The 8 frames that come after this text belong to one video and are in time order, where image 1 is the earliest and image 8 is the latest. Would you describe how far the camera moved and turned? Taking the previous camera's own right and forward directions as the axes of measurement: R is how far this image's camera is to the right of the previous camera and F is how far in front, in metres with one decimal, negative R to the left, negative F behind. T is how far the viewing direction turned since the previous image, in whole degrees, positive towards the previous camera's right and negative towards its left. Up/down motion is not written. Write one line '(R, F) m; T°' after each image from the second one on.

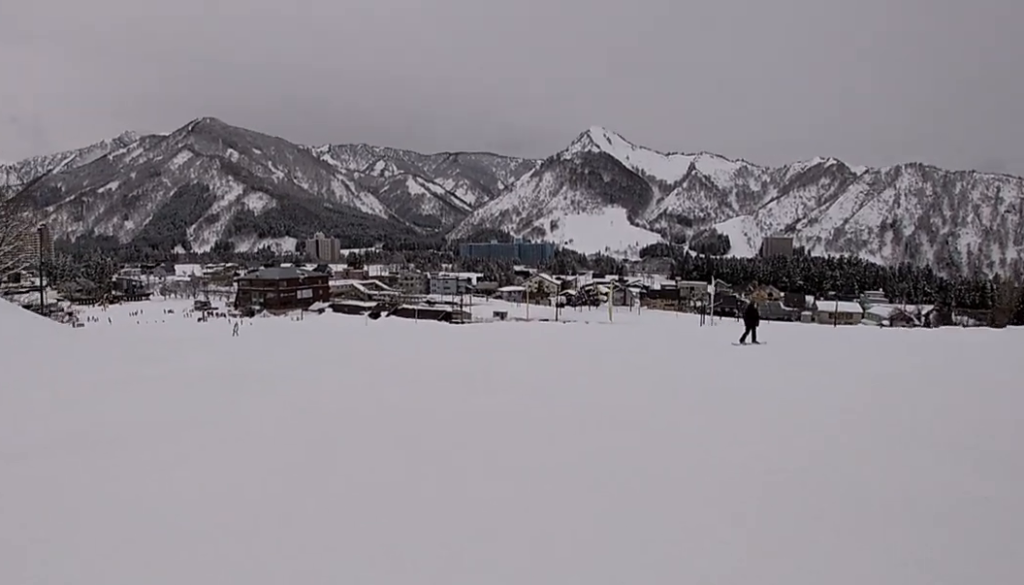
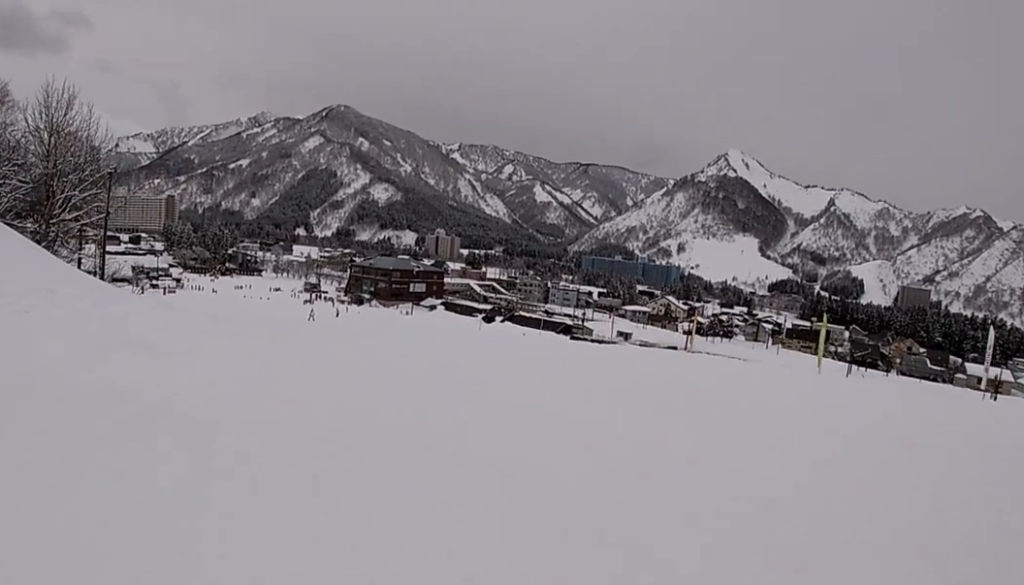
(-1.9, +12.9) m; -16°
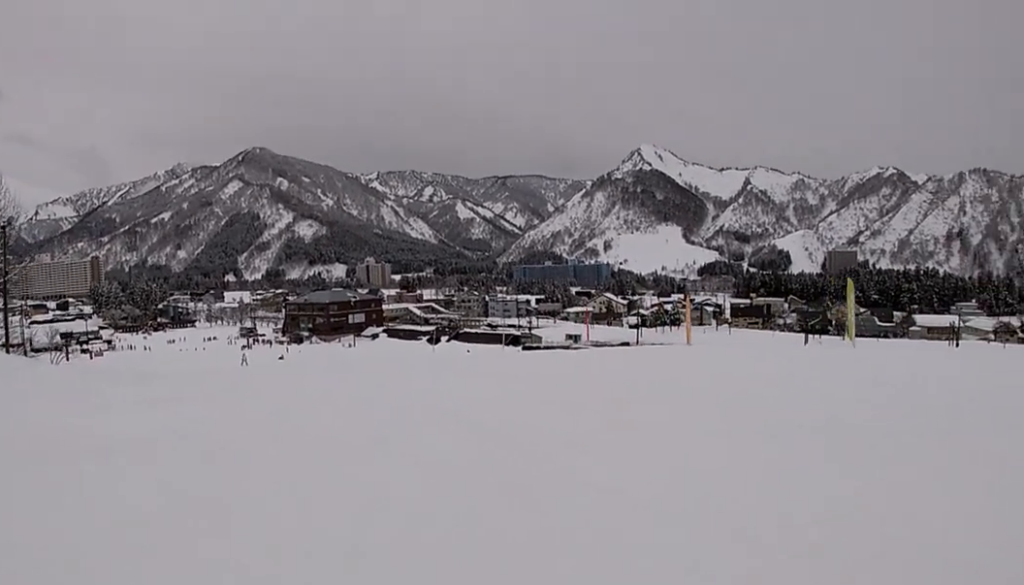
(-0.6, +6.7) m; +1°
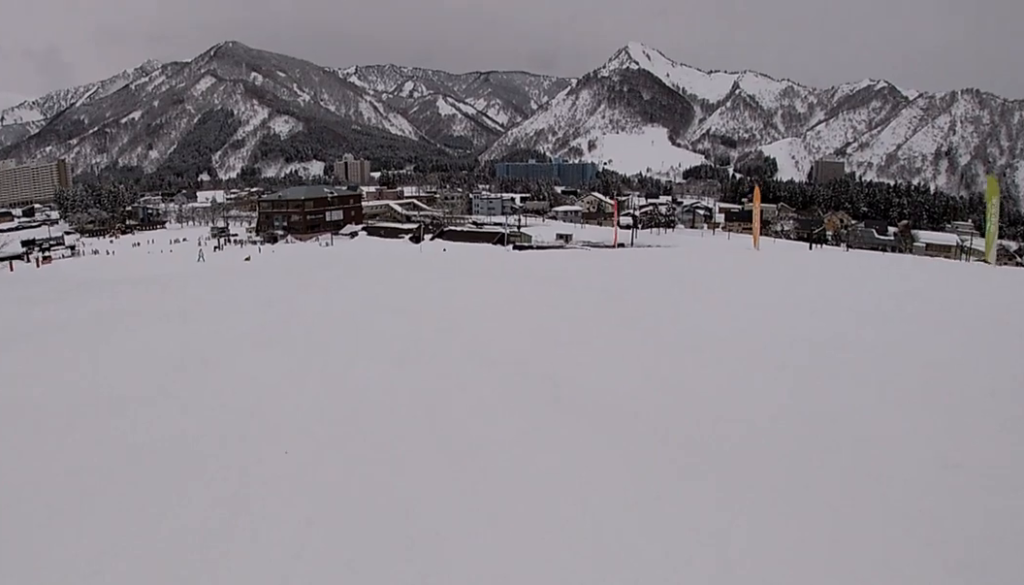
(+1.0, +9.5) m; +6°
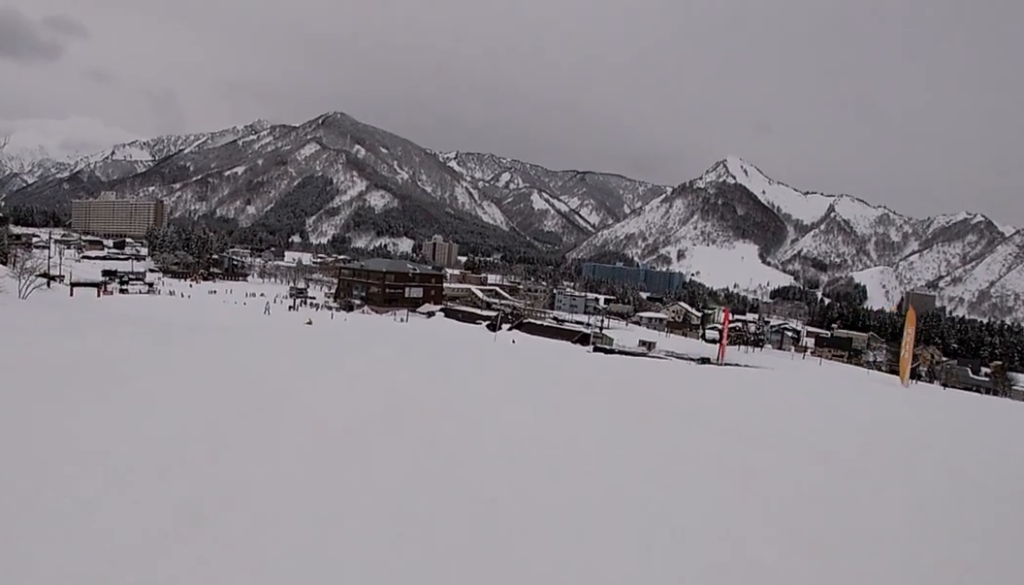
(0.0, +6.2) m; -2°
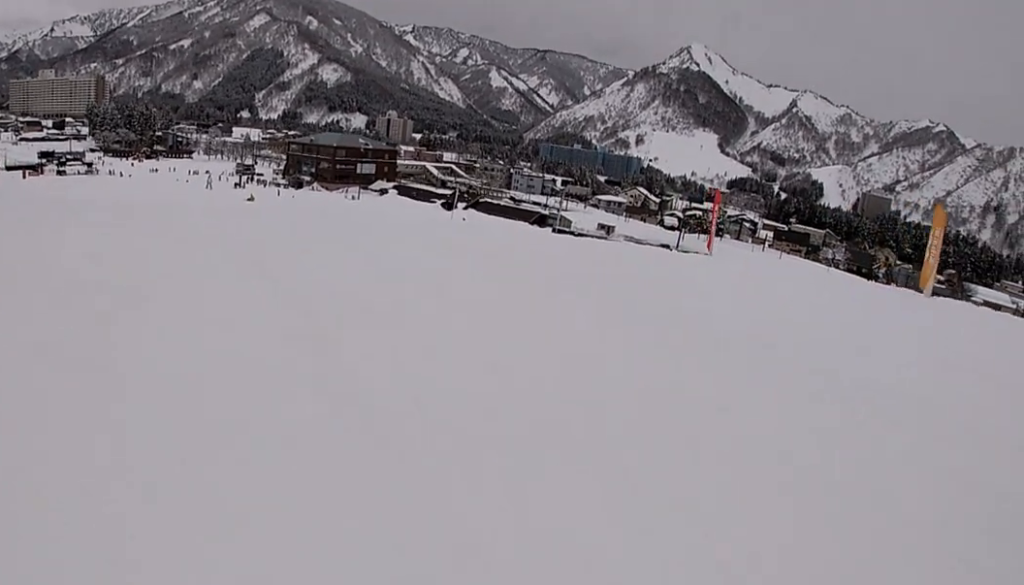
(0.0, +4.2) m; -6°
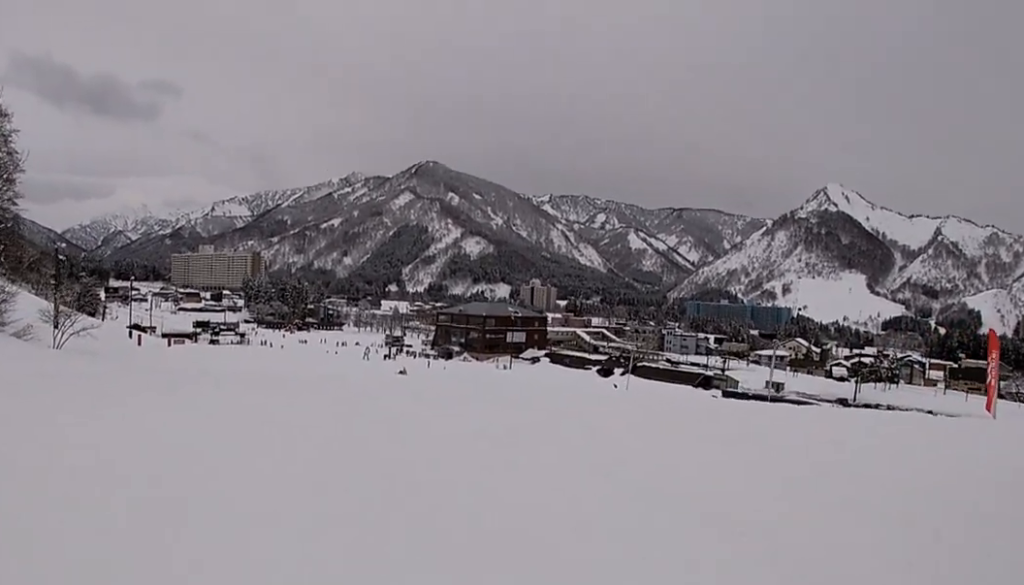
(-0.8, +7.3) m; -4°
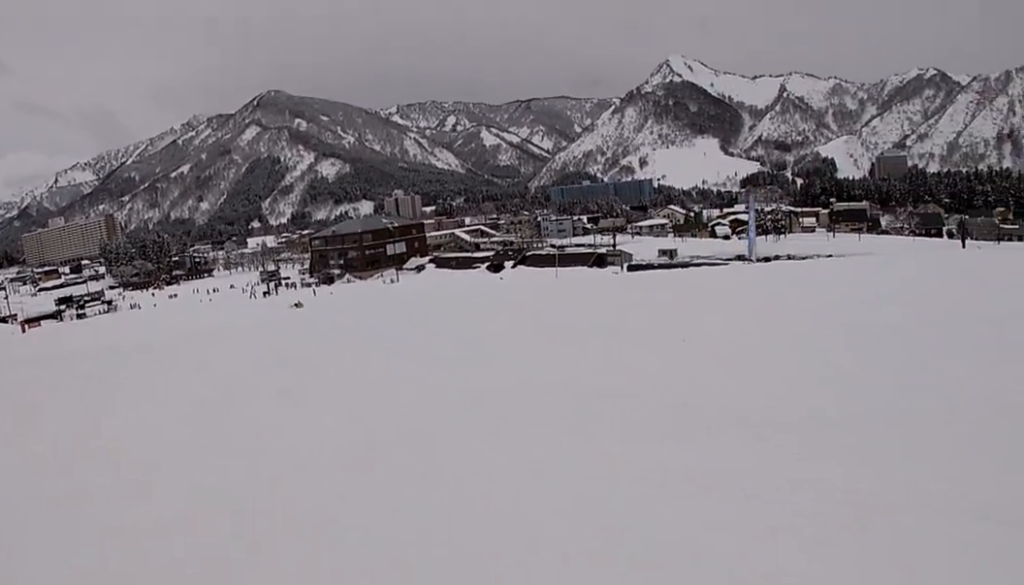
(+0.3, +8.7) m; +8°
